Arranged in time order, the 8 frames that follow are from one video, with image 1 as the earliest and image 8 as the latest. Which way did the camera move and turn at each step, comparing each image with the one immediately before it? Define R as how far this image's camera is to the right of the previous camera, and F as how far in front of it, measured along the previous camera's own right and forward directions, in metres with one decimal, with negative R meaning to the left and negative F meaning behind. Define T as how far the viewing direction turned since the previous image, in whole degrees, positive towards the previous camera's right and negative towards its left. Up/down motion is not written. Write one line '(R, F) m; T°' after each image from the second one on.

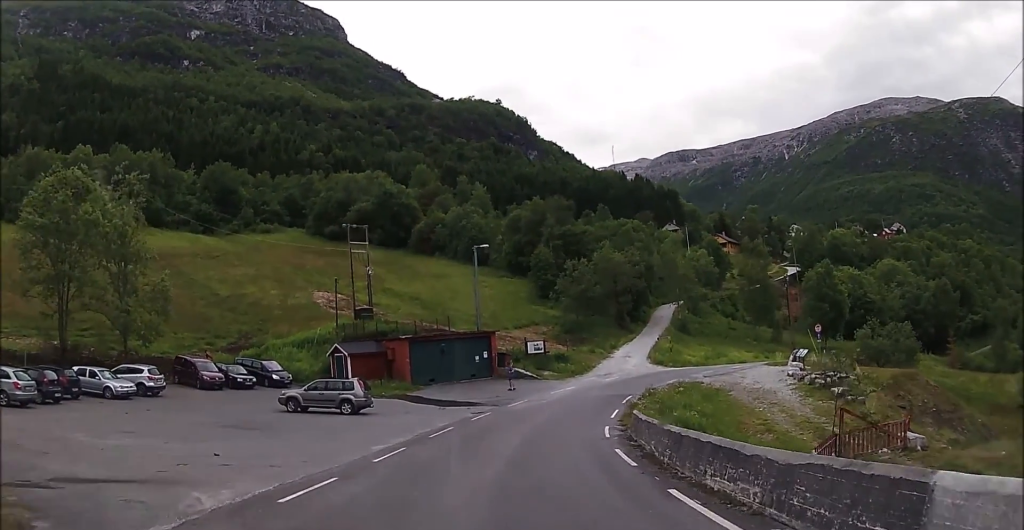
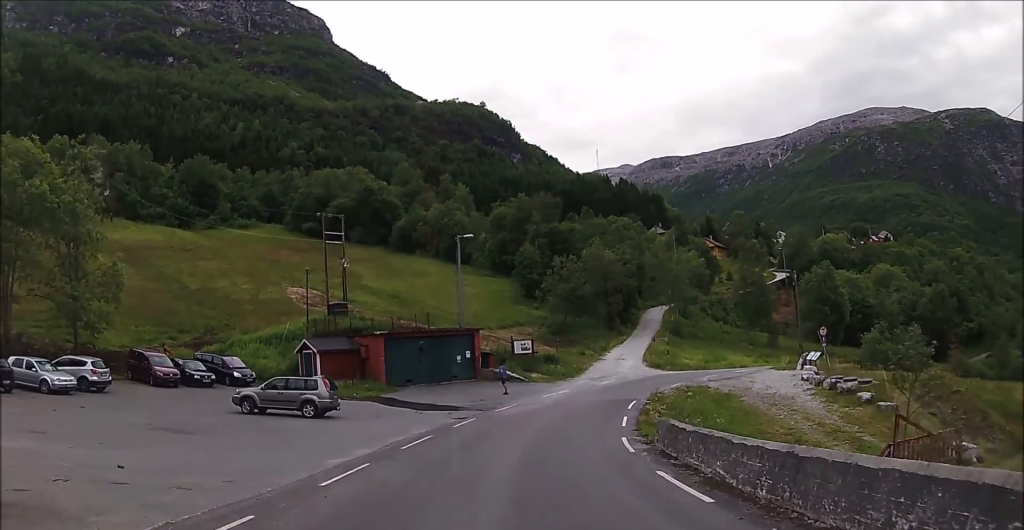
(0.0, +4.2) m; +1°
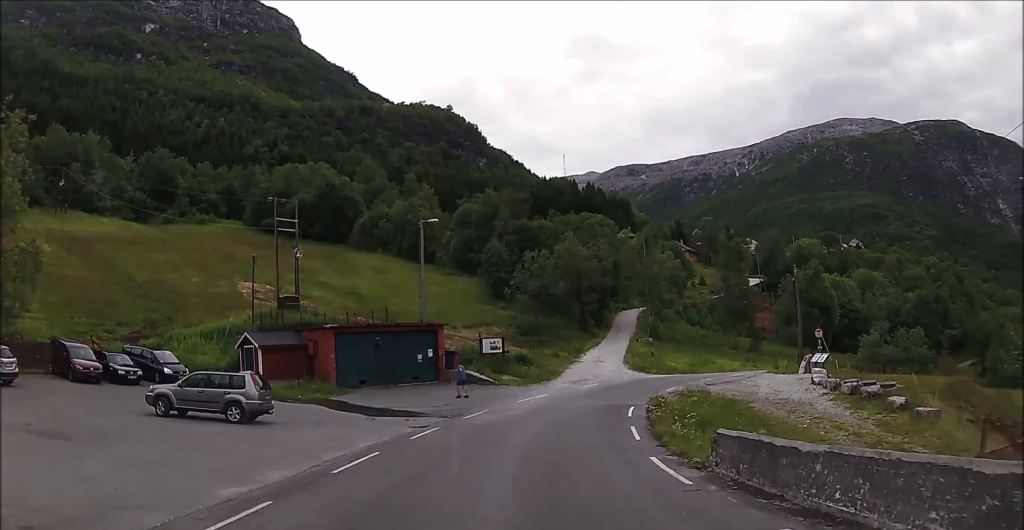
(+0.1, +5.0) m; +5°
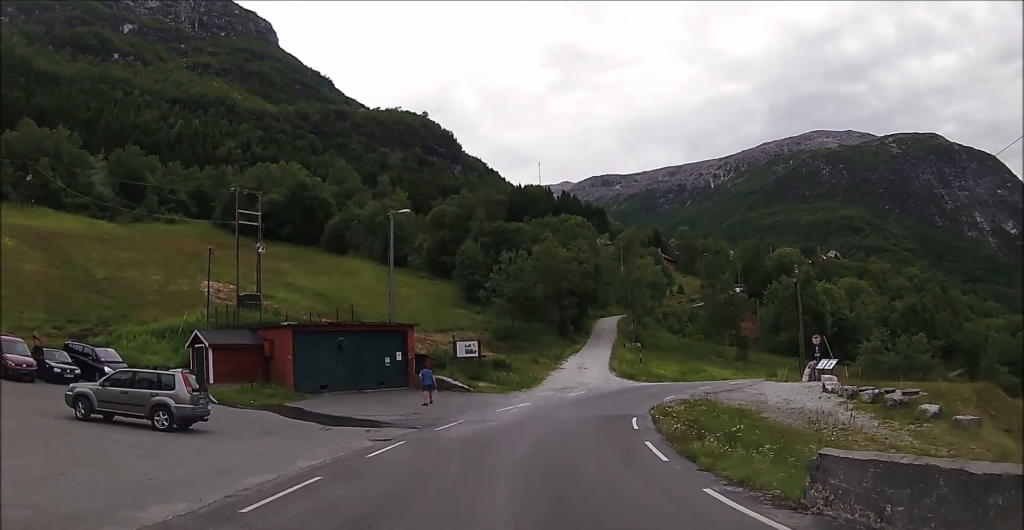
(+0.2, +3.6) m; +3°
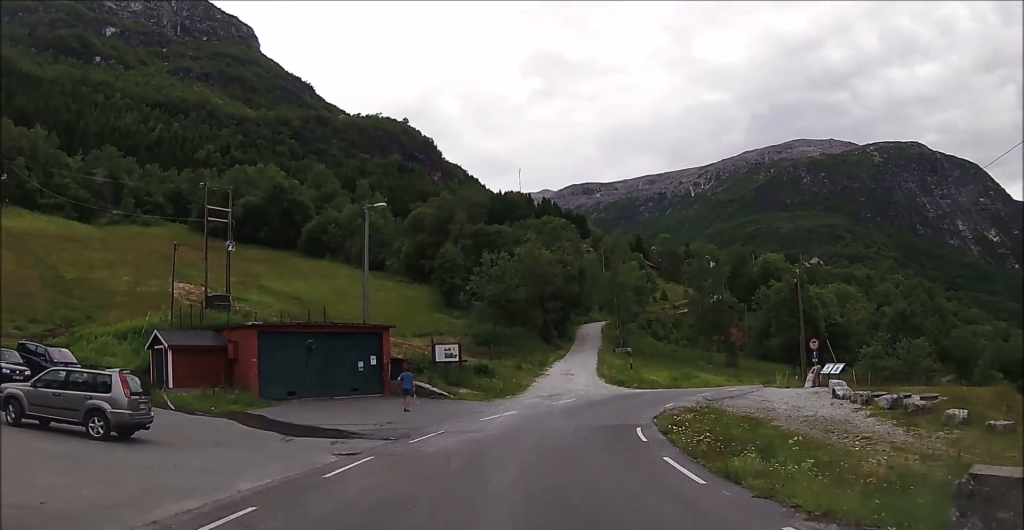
(+0.1, +2.5) m; +2°
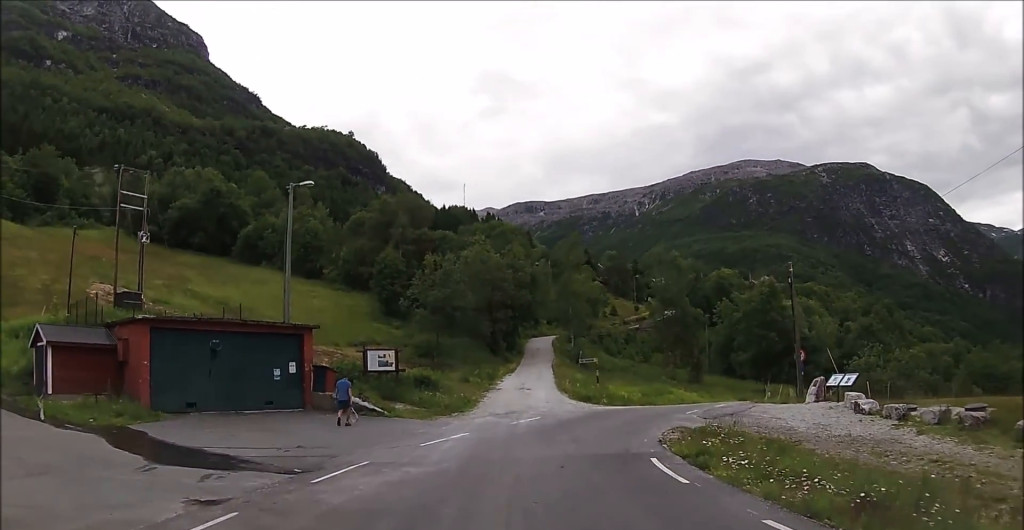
(+0.1, +5.6) m; +3°
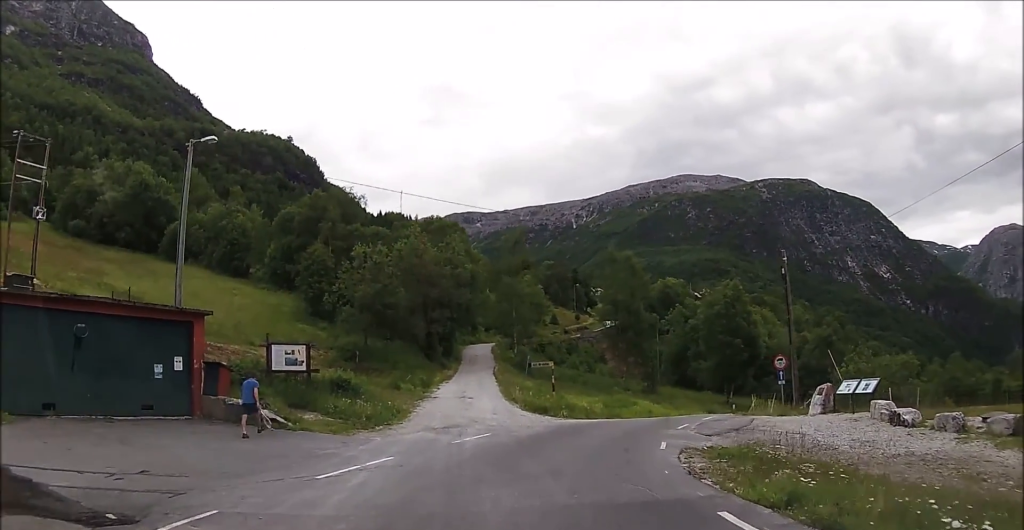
(+0.3, +5.4) m; +6°
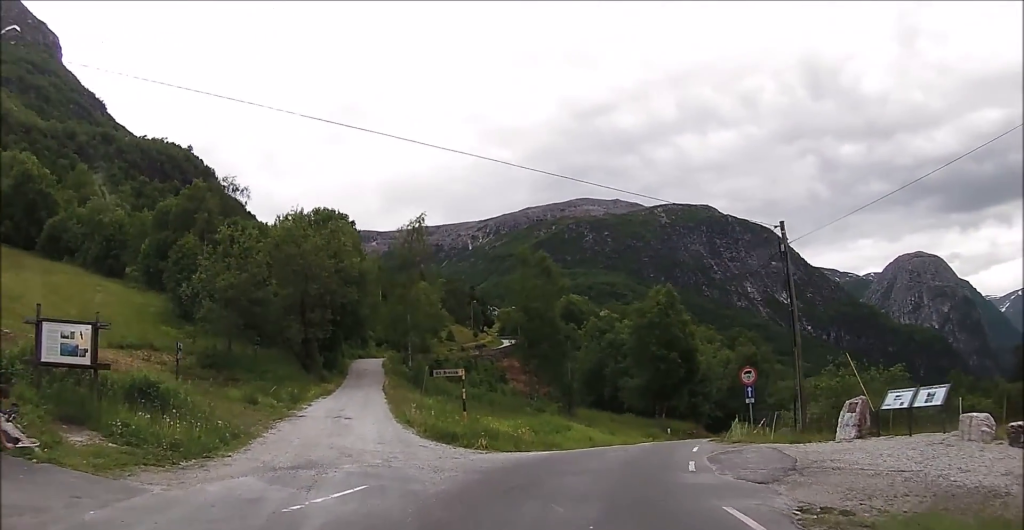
(+0.8, +8.2) m; +12°
